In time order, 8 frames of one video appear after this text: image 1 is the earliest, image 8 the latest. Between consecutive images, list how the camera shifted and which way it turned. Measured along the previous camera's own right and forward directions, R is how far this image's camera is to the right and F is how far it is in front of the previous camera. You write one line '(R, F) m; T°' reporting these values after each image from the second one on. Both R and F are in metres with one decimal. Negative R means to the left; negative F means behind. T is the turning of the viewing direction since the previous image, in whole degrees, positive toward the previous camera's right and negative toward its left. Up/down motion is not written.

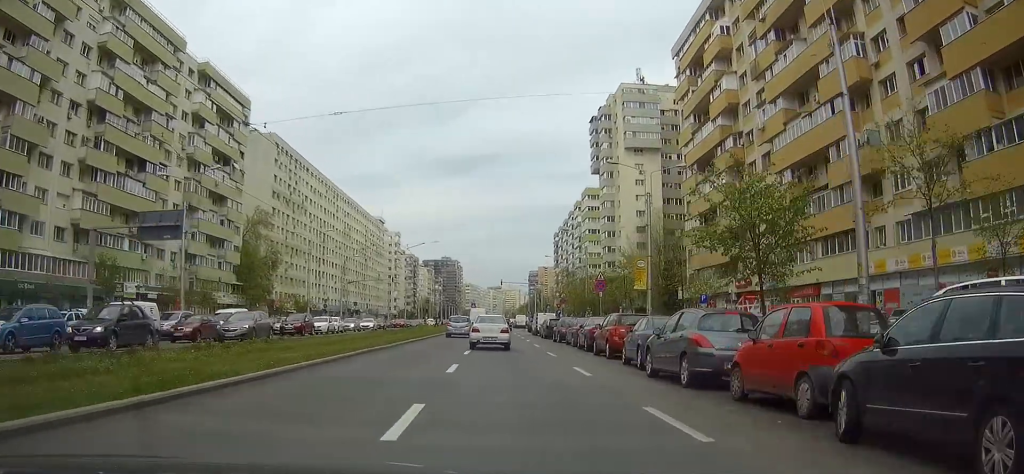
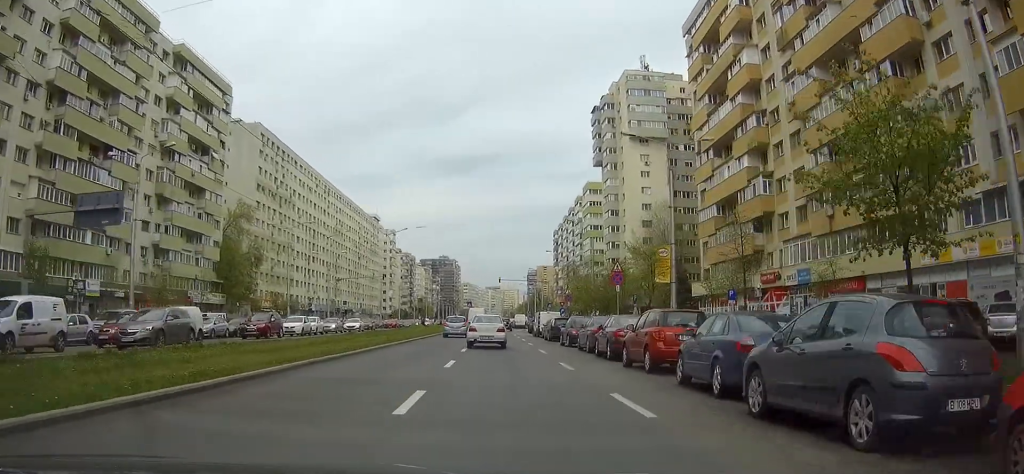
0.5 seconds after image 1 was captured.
(0.0, +7.1) m; 0°
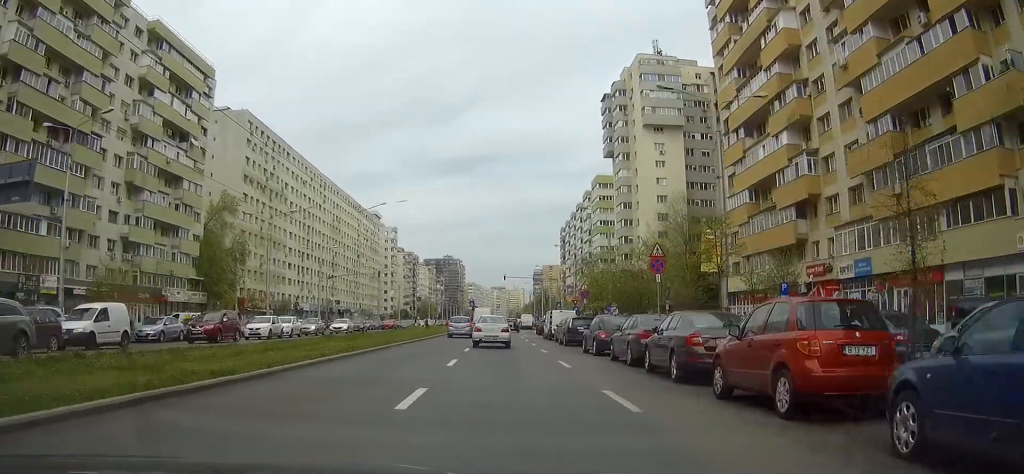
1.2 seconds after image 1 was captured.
(0.0, +8.3) m; 0°
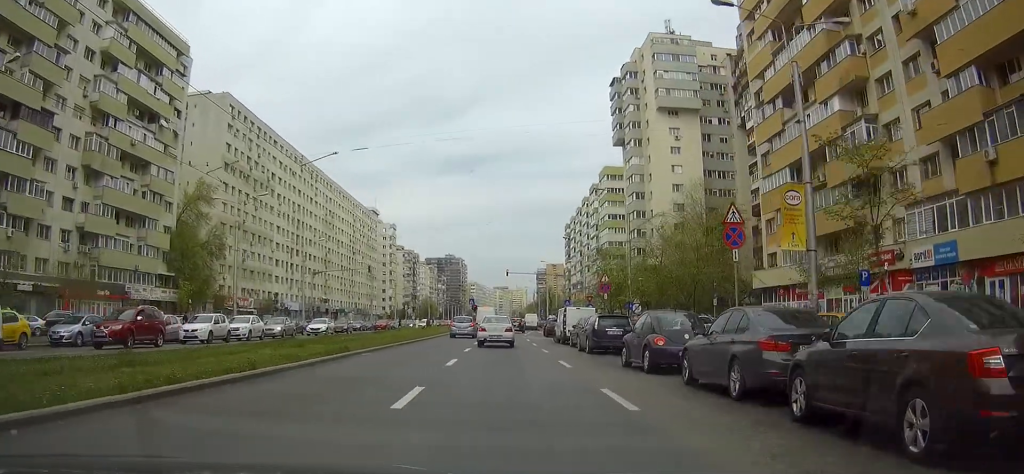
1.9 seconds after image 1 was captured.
(0.0, +9.1) m; 0°
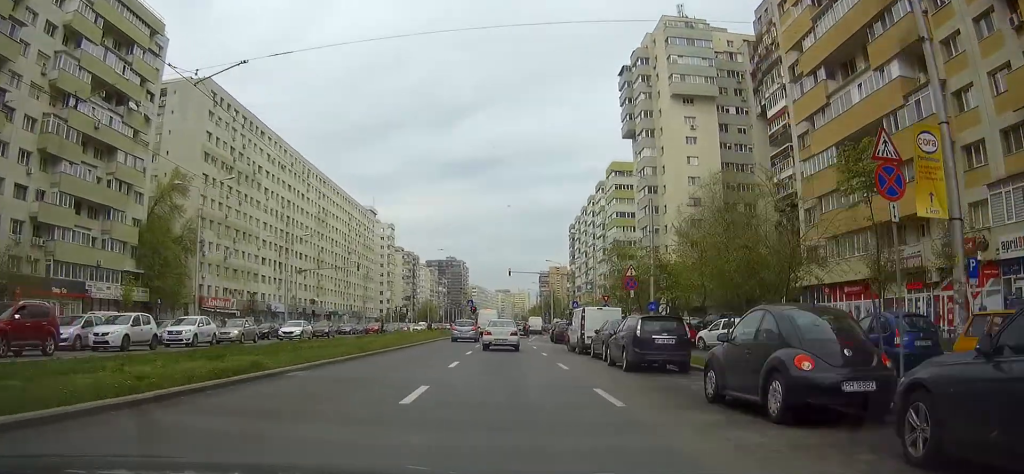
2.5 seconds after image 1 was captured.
(-0.1, +8.1) m; 0°
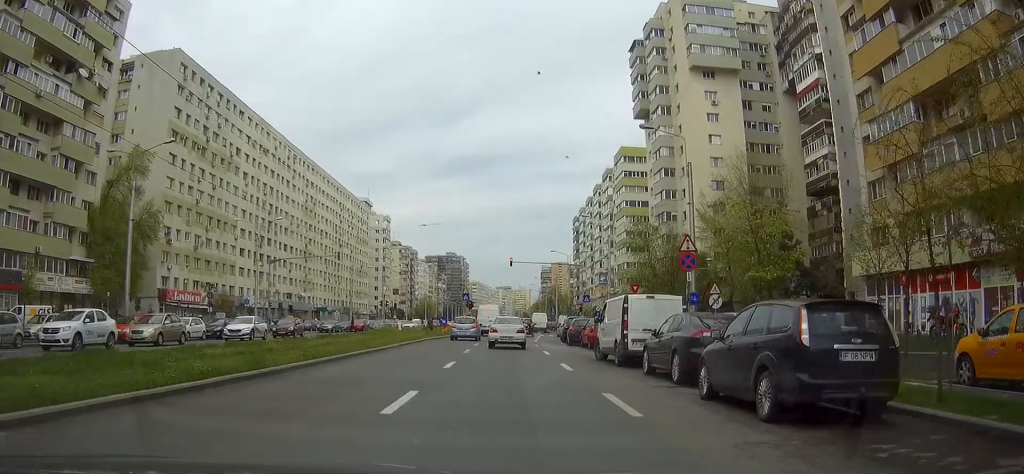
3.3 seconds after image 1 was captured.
(+0.1, +10.2) m; 0°
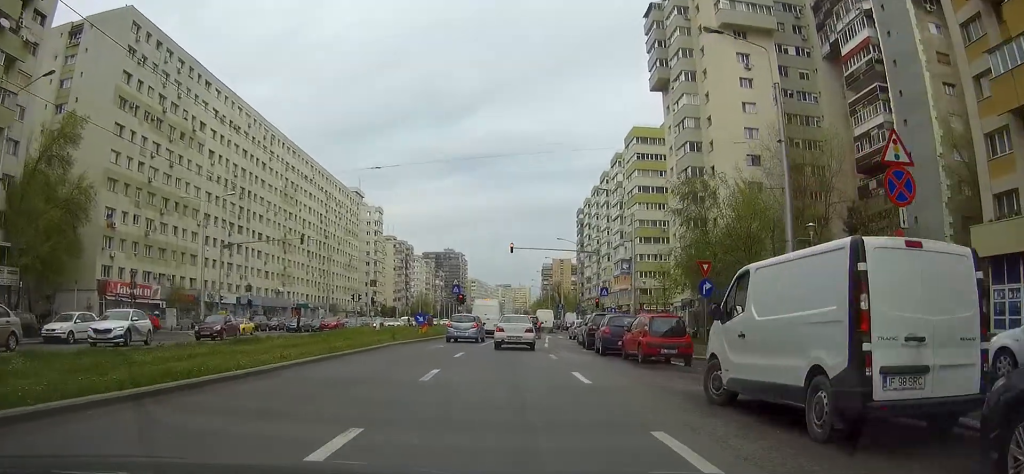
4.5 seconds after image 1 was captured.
(-0.1, +13.1) m; 0°
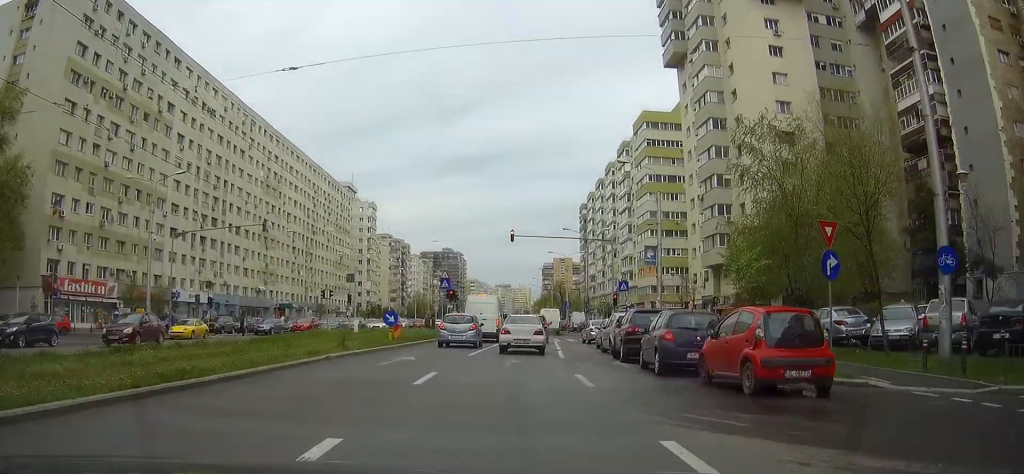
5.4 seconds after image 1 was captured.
(+0.1, +9.6) m; +2°
